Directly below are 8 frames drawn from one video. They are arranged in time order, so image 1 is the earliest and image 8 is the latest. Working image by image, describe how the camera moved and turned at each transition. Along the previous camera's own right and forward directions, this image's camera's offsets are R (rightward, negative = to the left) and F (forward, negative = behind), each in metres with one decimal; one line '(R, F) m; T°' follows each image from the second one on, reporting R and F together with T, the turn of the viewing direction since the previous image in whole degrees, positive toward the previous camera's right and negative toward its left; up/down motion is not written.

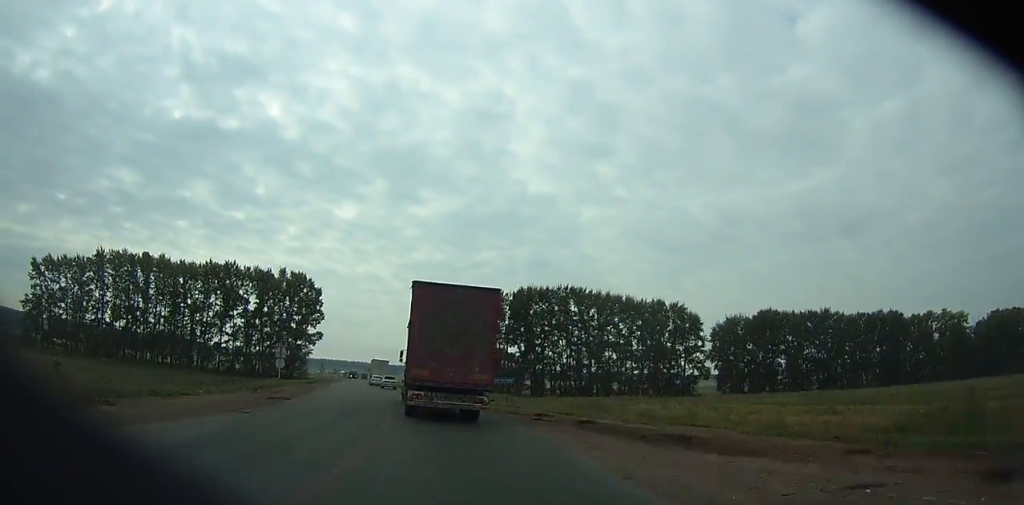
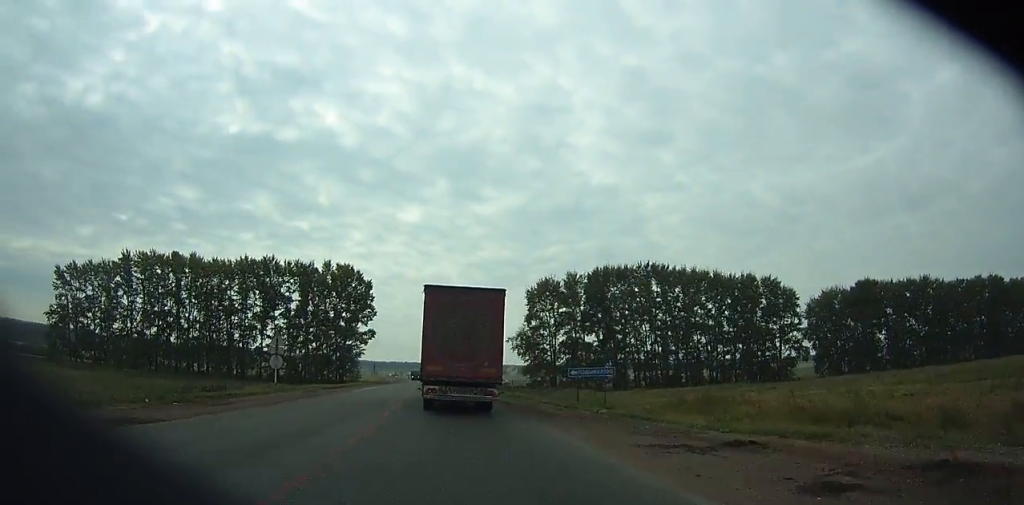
(-0.4, +17.5) m; -4°
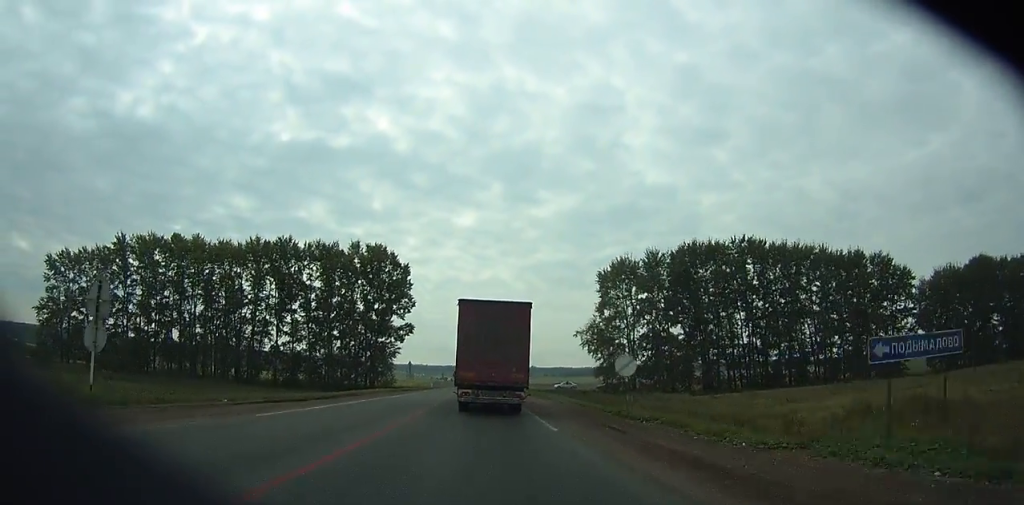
(-1.3, +23.2) m; -6°
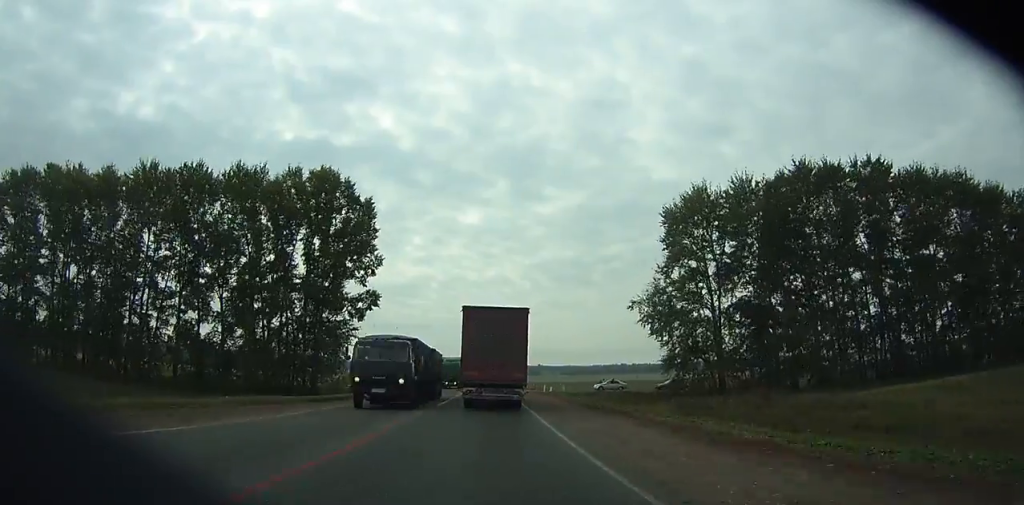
(-1.8, +36.1) m; -3°
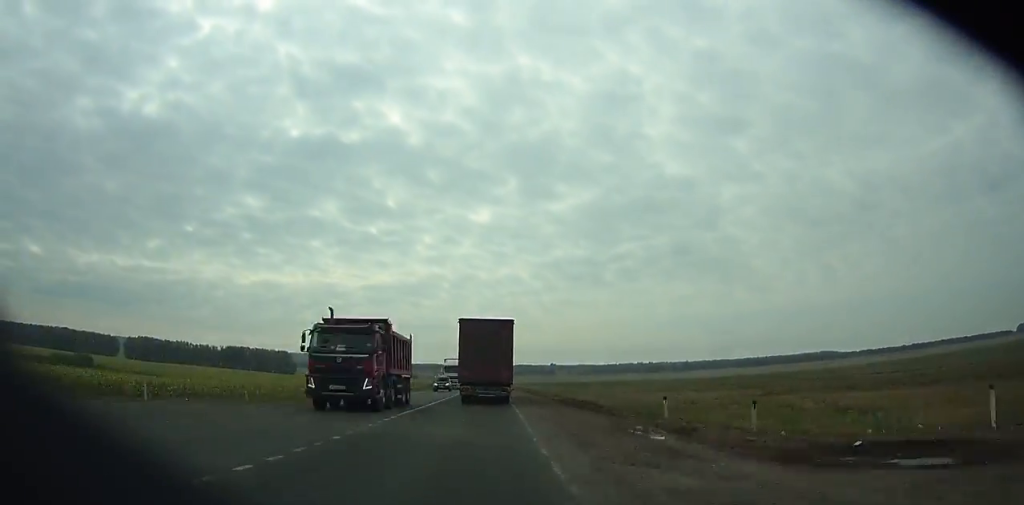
(0.0, +70.9) m; -1°
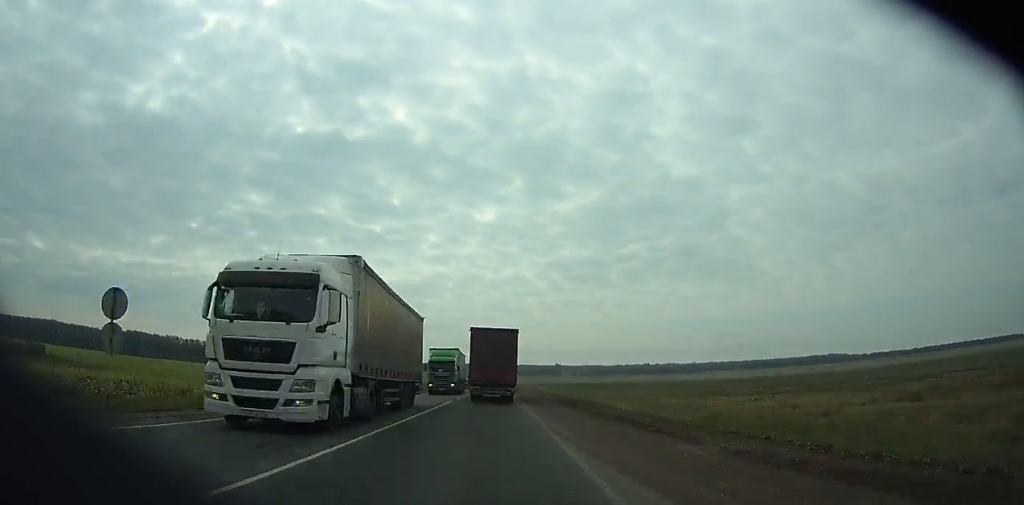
(-0.3, +31.6) m; 0°
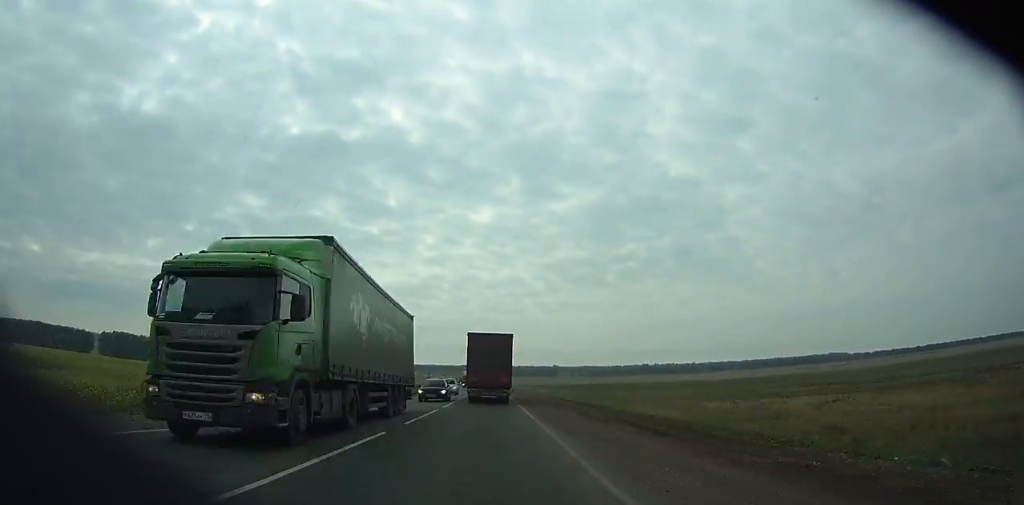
(0.0, +19.6) m; 0°
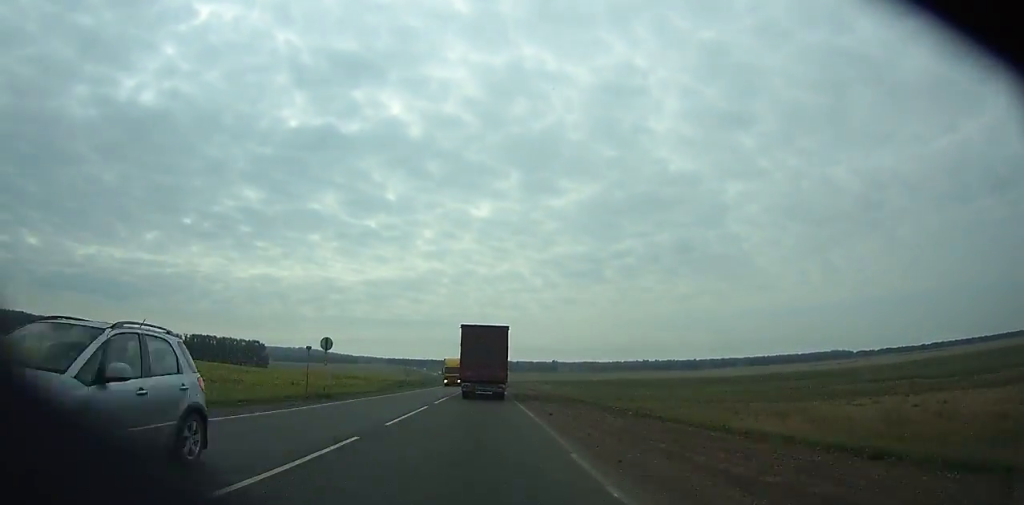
(+0.1, +24.1) m; 0°
